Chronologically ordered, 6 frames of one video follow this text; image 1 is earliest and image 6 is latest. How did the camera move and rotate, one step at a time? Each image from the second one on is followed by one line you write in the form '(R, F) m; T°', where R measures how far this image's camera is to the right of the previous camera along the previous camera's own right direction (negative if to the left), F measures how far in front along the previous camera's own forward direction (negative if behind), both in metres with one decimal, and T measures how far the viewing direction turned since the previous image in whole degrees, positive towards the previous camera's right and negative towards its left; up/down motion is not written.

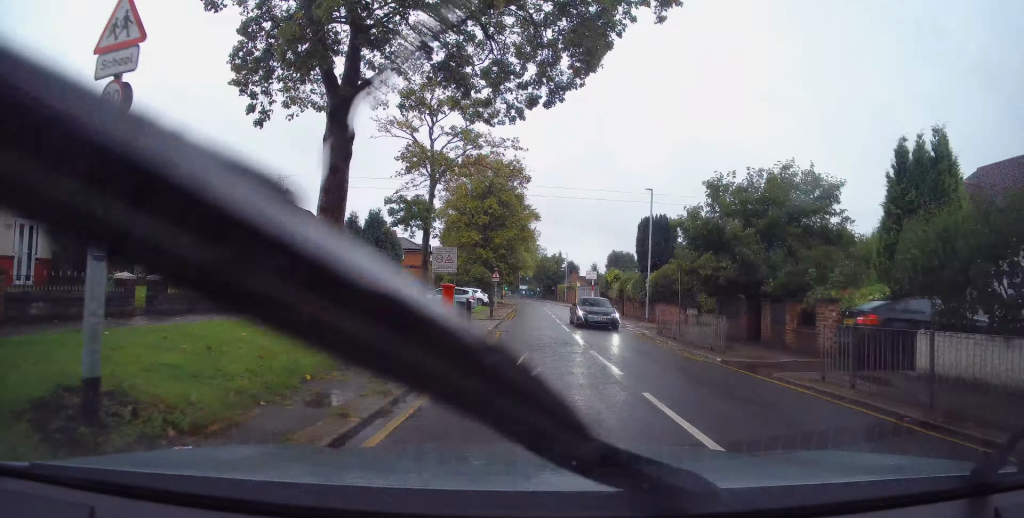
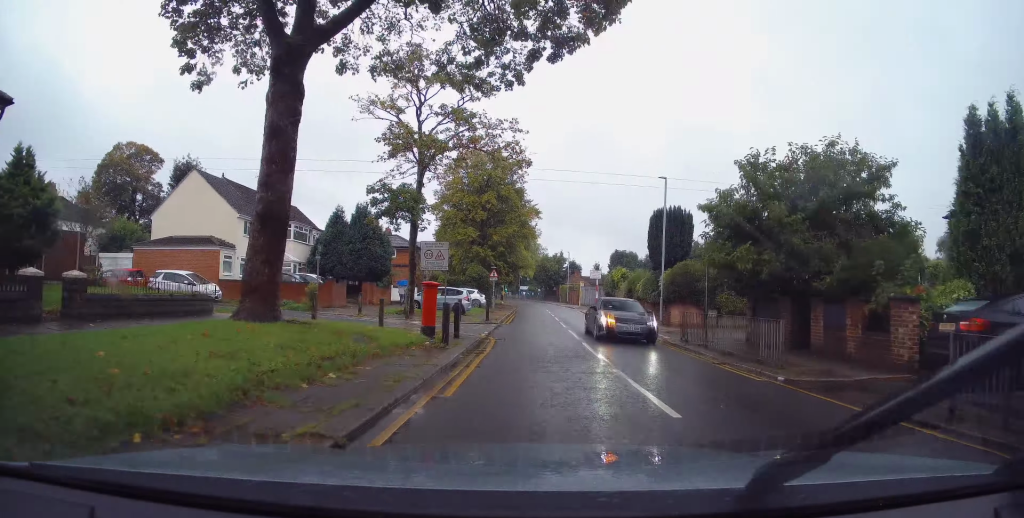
(0.0, +3.4) m; +1°
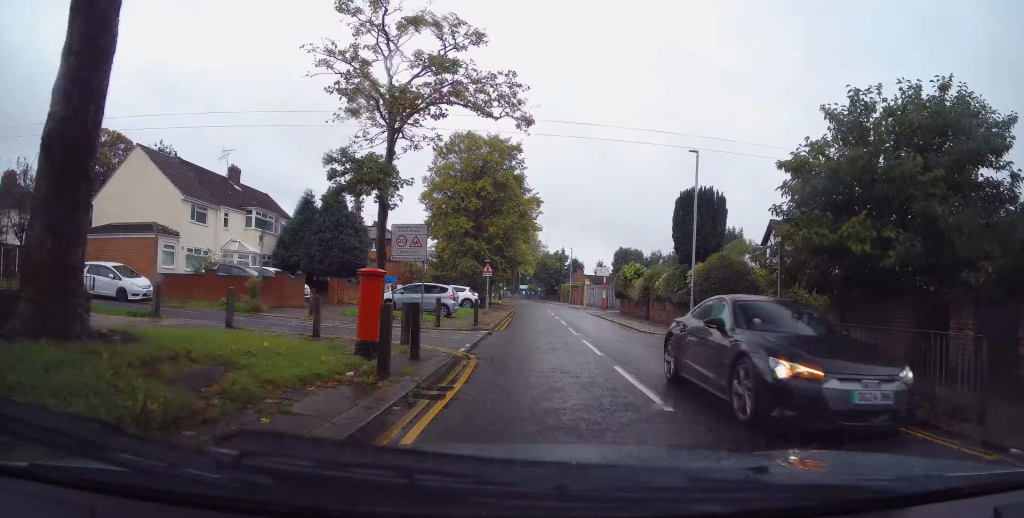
(+0.2, +5.7) m; -1°
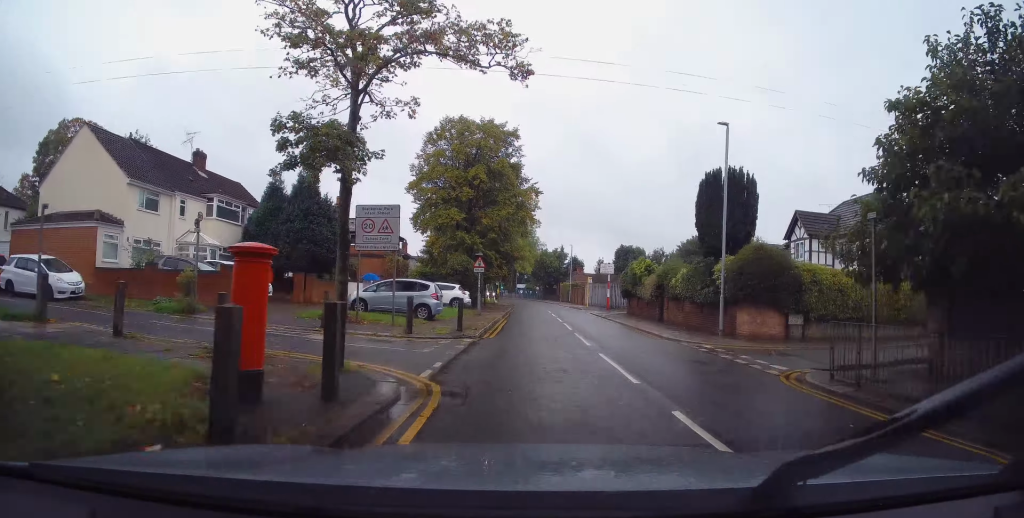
(-0.1, +4.0) m; 0°
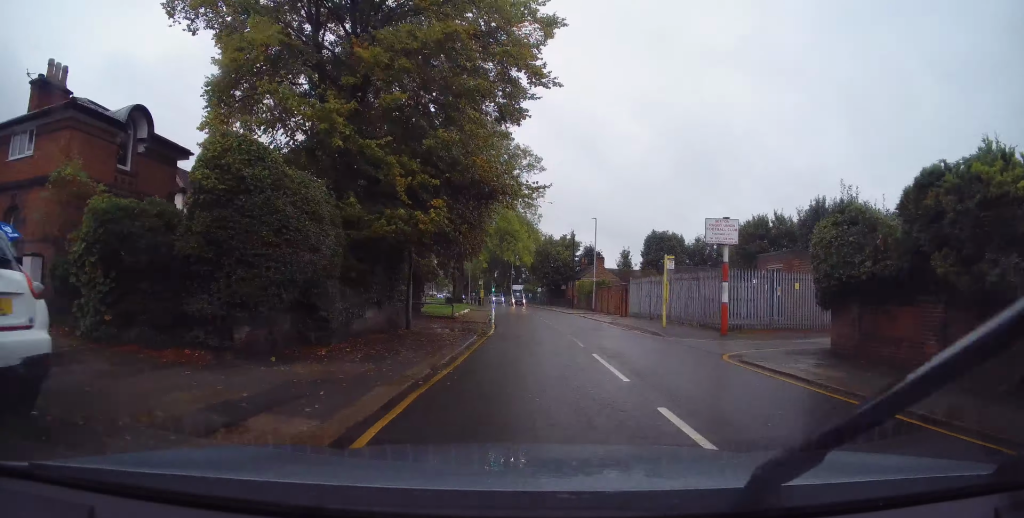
(+0.7, +28.6) m; +1°
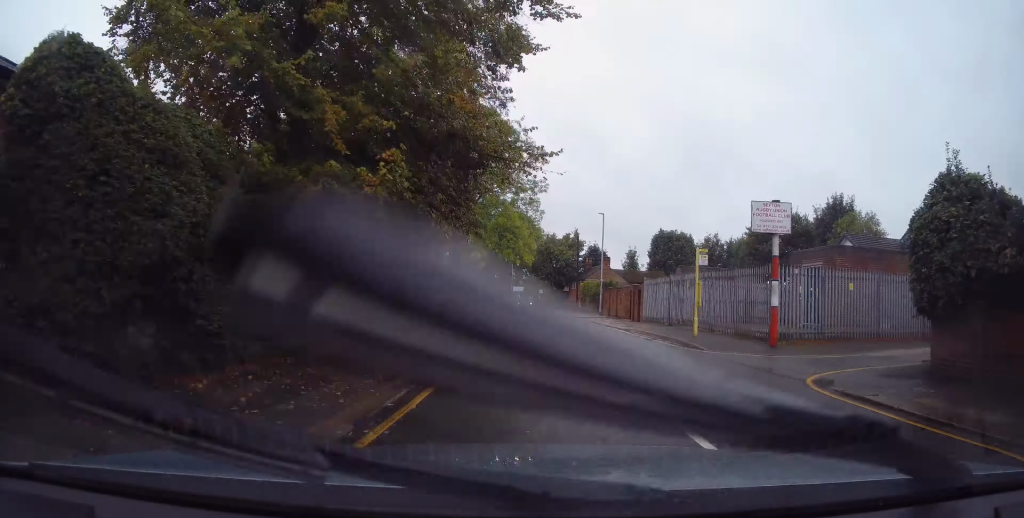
(-0.1, +4.0) m; -1°
